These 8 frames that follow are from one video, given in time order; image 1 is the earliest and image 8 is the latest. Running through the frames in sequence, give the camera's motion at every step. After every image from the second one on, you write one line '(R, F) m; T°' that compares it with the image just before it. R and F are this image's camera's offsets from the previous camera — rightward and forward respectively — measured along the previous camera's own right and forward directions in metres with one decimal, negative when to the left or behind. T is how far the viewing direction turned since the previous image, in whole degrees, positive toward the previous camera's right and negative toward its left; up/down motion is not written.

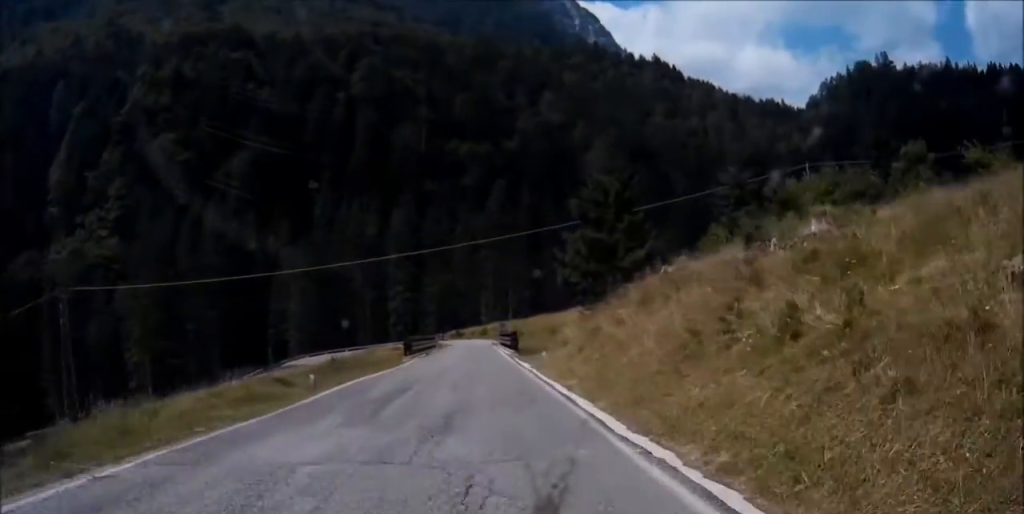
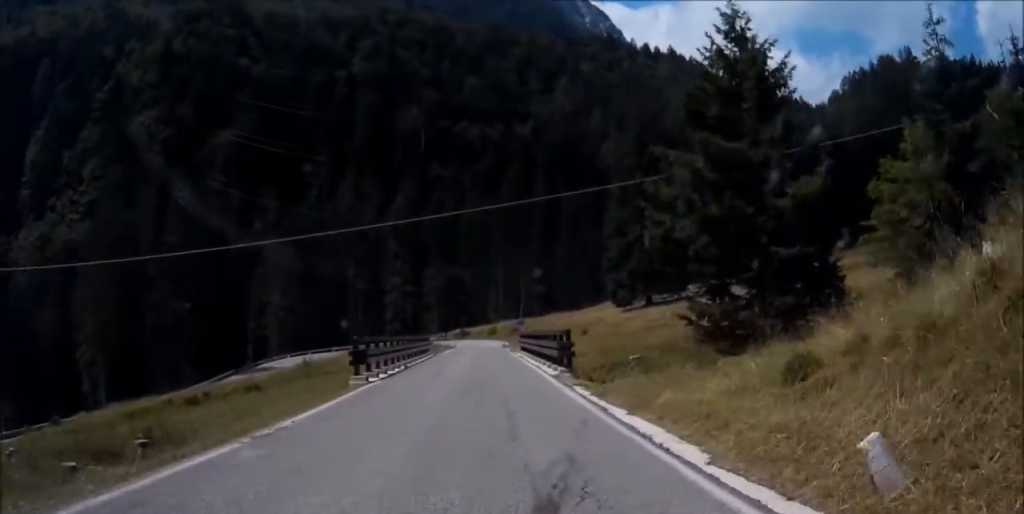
(+0.1, +19.4) m; +1°
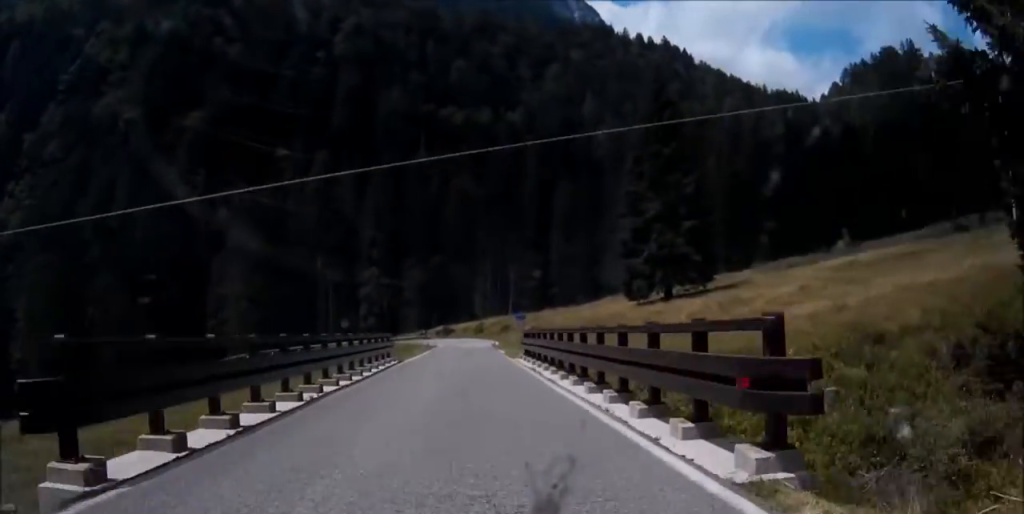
(+0.1, +14.3) m; +1°
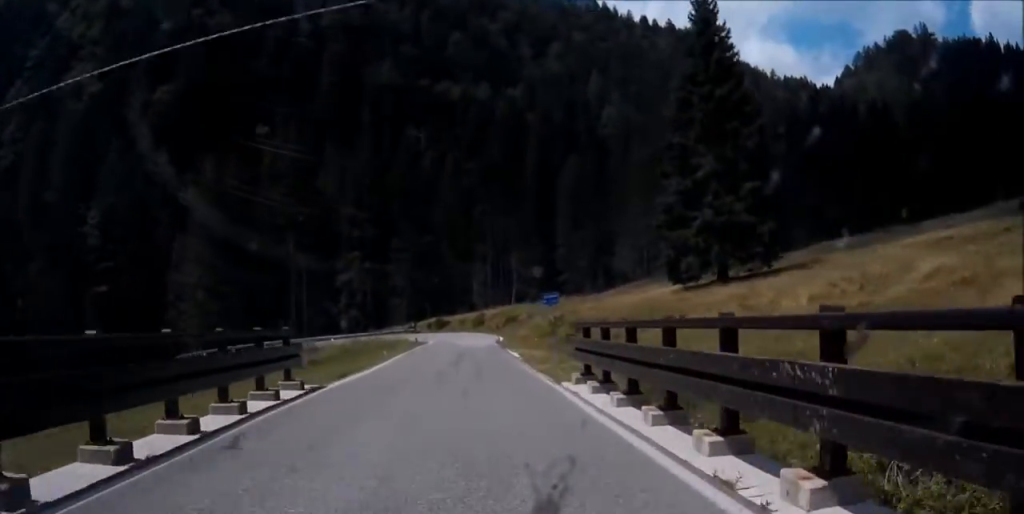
(0.0, +16.4) m; 0°
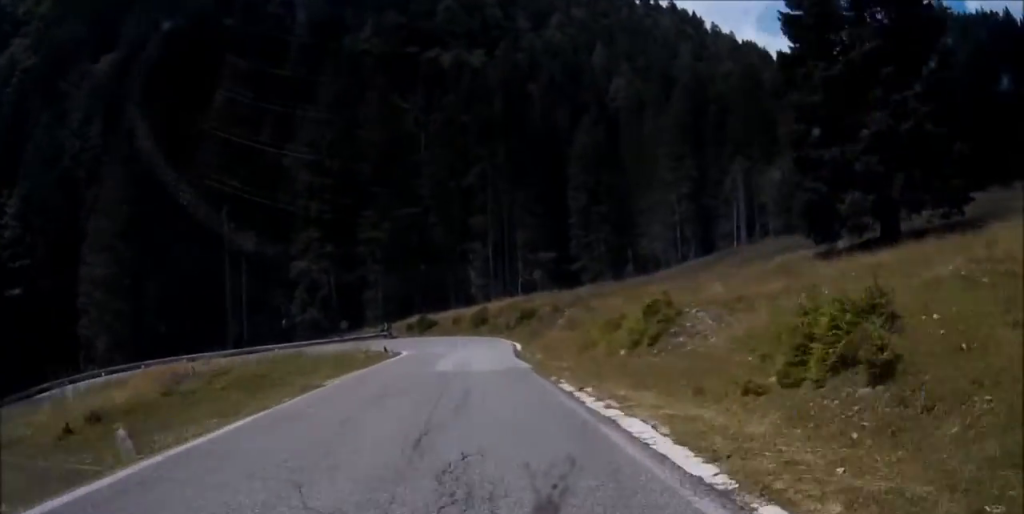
(+0.4, +24.7) m; +1°
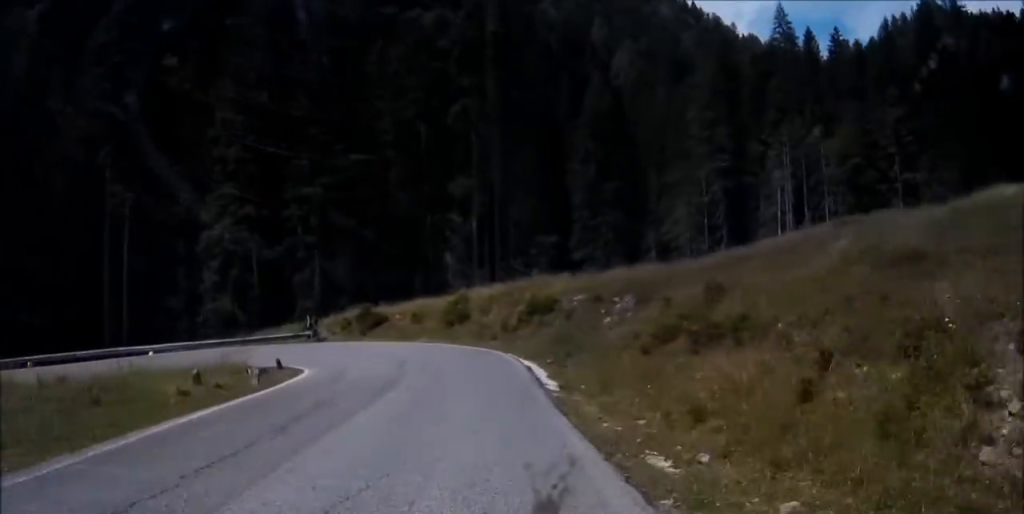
(+0.2, +20.7) m; -2°
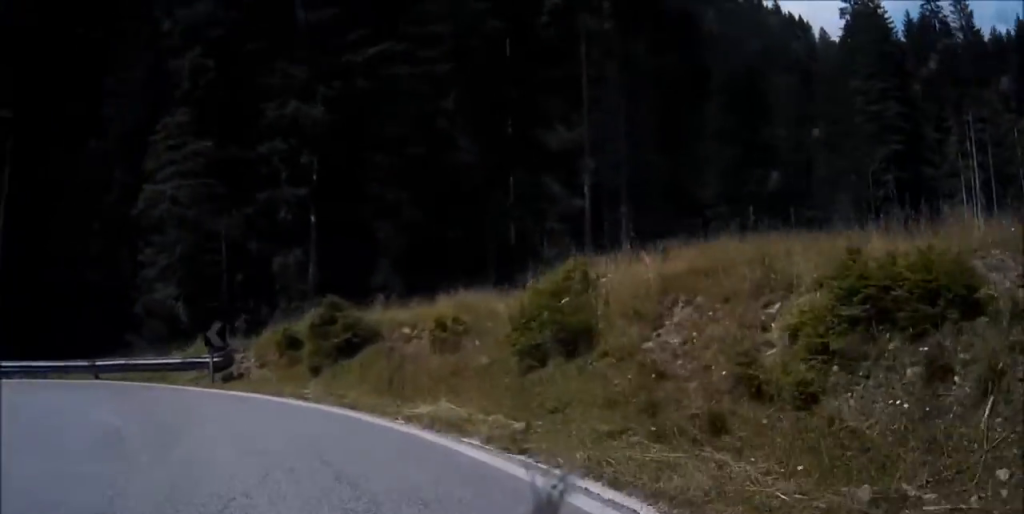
(-2.4, +21.4) m; -32°
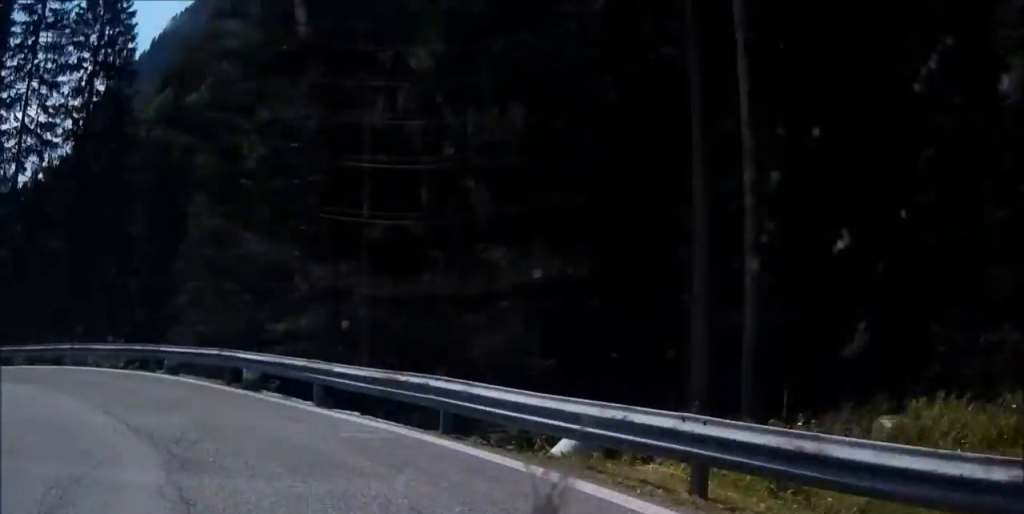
(-7.7, +14.3) m; -63°
